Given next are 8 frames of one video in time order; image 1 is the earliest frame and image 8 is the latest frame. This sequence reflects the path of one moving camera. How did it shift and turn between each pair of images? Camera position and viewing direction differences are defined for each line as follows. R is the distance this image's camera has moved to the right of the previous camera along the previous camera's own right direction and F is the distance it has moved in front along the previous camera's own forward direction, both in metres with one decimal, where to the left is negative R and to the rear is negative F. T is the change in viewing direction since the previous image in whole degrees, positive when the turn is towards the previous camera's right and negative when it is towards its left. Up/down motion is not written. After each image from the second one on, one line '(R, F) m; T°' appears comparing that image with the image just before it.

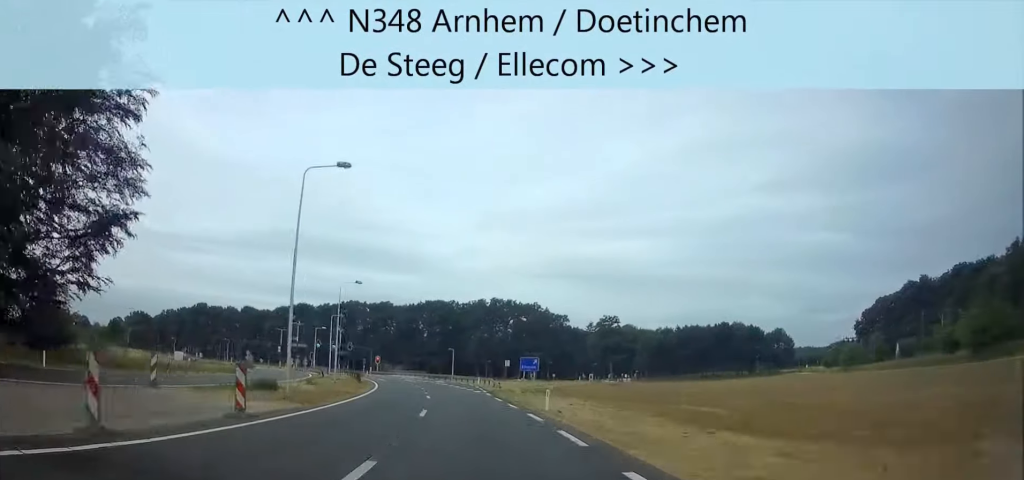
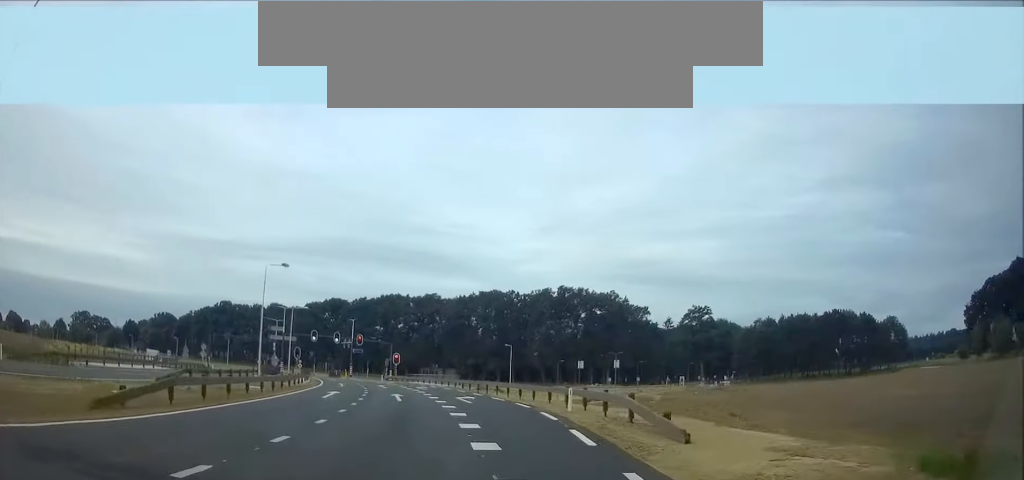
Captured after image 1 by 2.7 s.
(-2.1, +40.8) m; -7°
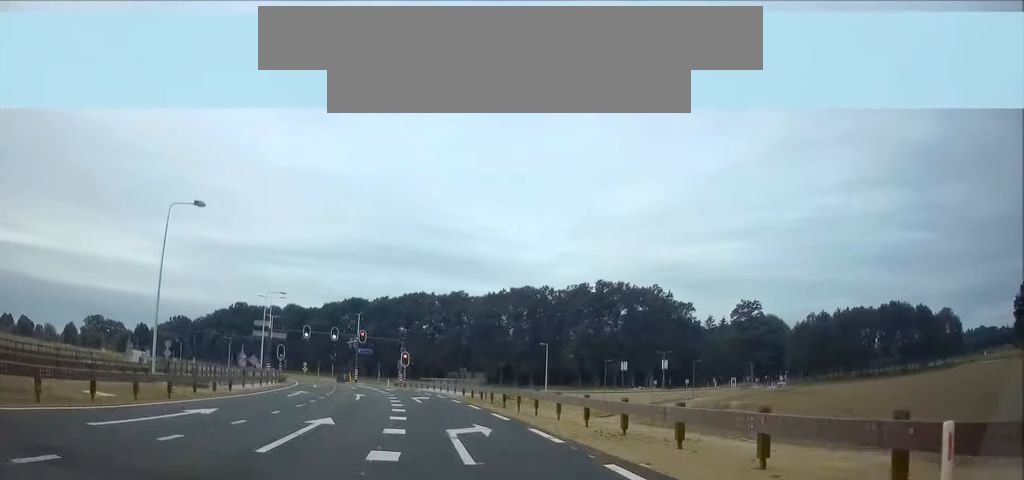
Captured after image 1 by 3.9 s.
(-0.8, +16.0) m; -4°
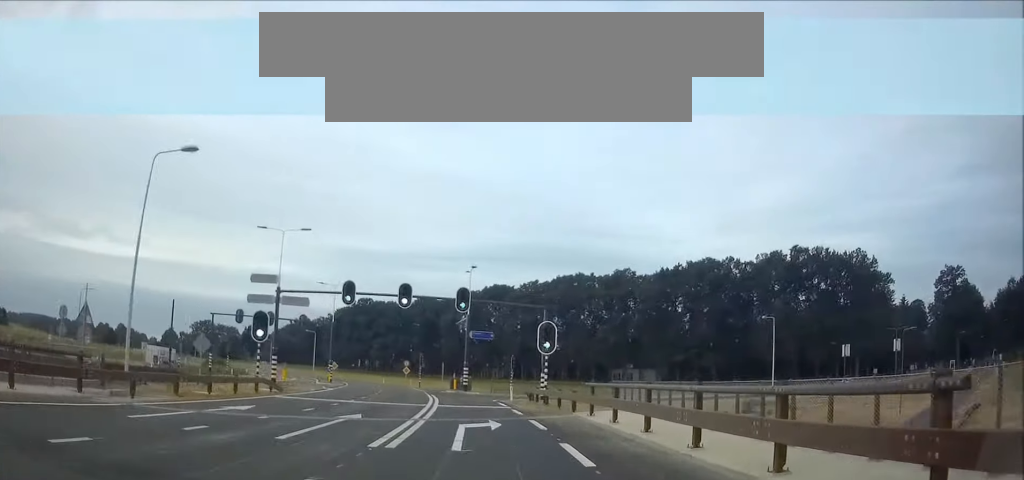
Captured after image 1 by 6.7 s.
(-3.2, +36.9) m; -10°
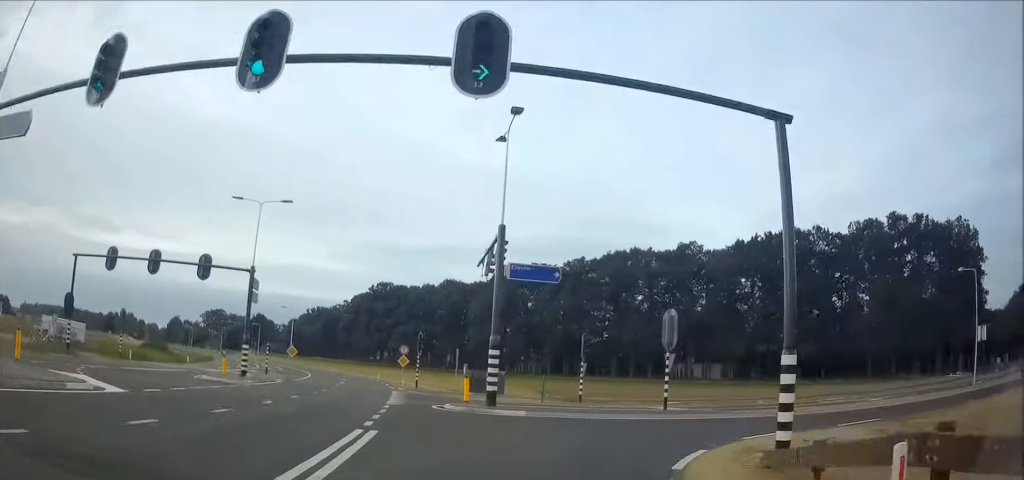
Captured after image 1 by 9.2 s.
(+1.6, +28.3) m; +21°
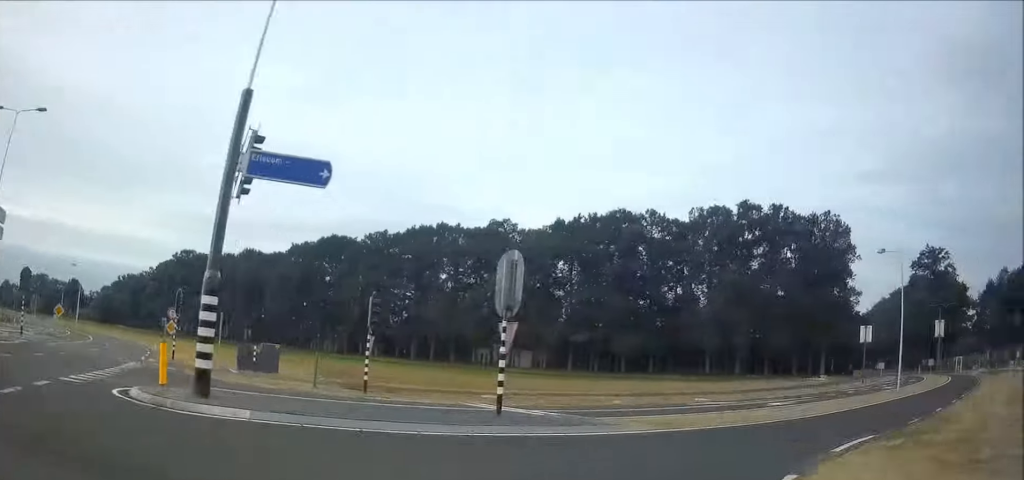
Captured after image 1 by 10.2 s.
(+1.1, +10.4) m; +17°
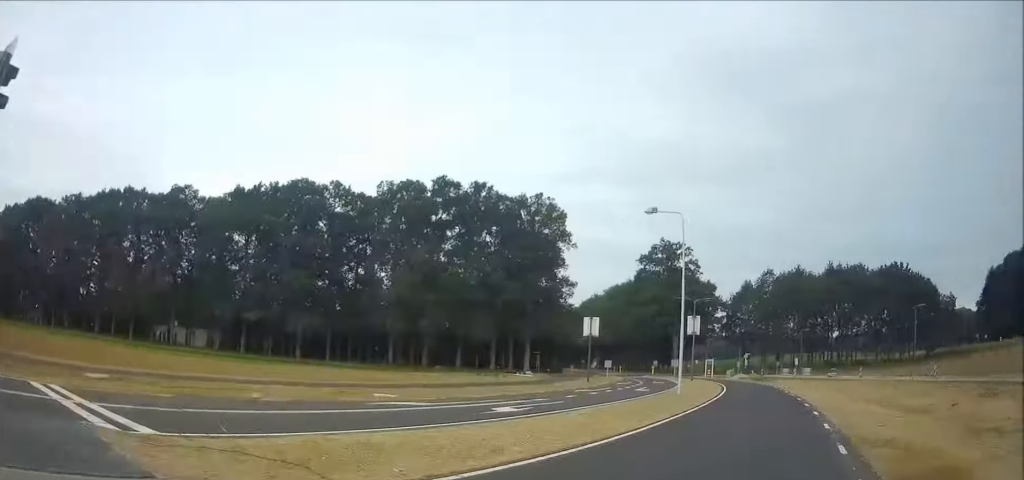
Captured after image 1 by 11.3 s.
(+2.1, +10.5) m; +13°
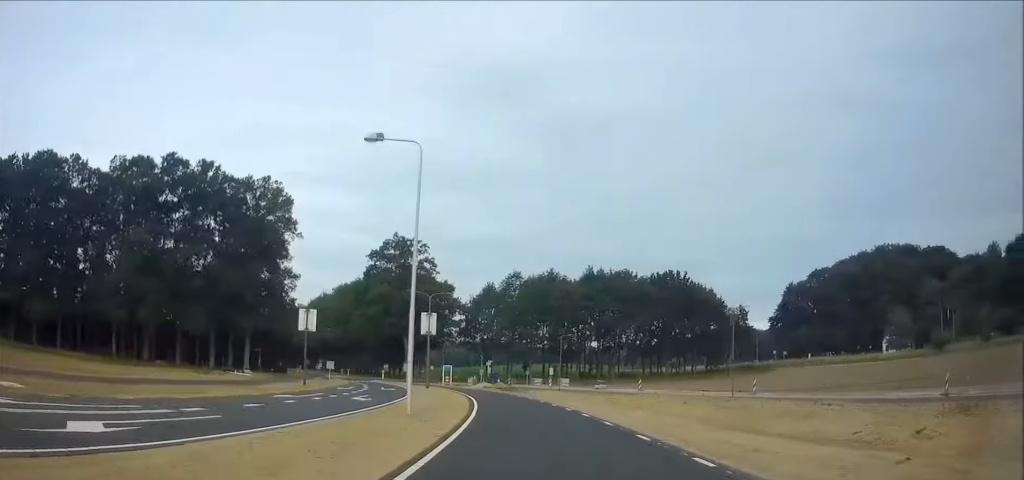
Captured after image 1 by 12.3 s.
(+2.2, +10.3) m; +9°
